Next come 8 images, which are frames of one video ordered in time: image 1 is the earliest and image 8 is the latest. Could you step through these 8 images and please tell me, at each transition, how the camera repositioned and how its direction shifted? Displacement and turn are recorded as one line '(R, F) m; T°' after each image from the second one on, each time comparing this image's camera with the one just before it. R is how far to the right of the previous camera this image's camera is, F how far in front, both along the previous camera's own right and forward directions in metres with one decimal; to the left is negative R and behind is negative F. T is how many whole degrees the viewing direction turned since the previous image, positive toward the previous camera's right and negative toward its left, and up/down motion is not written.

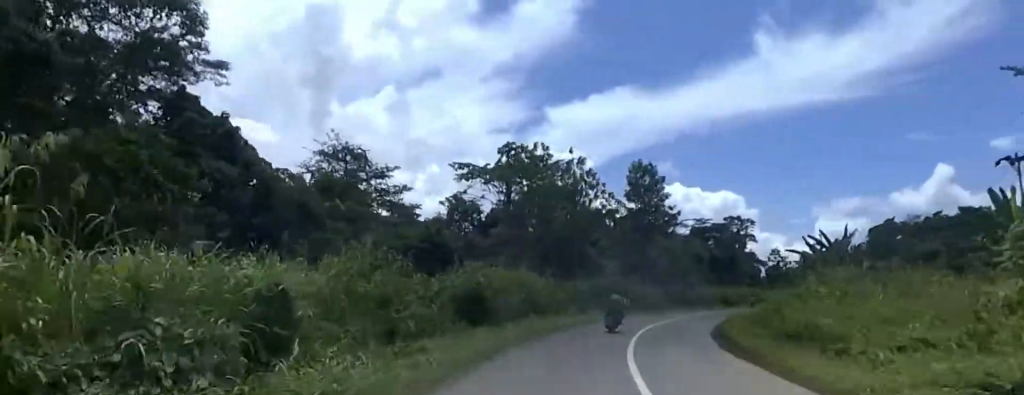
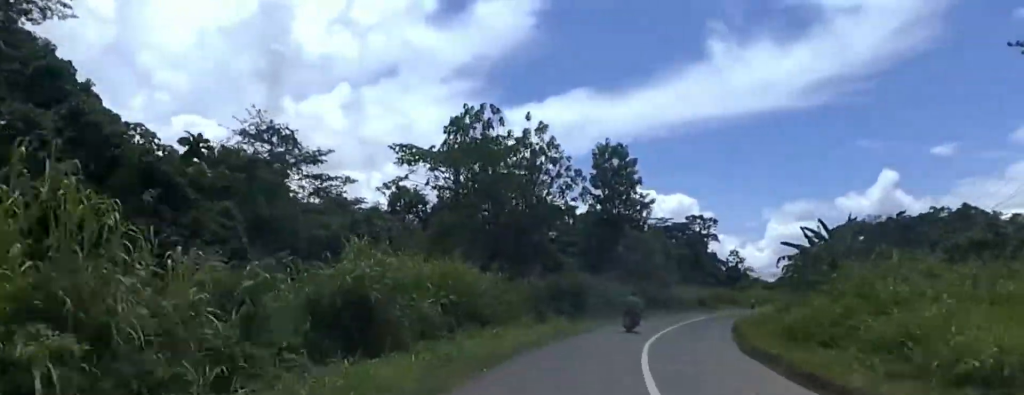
(-0.1, +9.2) m; +2°
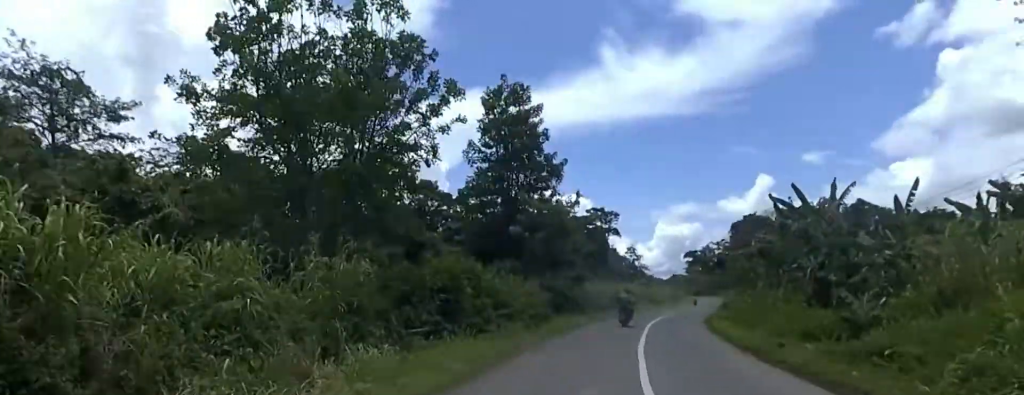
(+0.9, +15.0) m; +10°
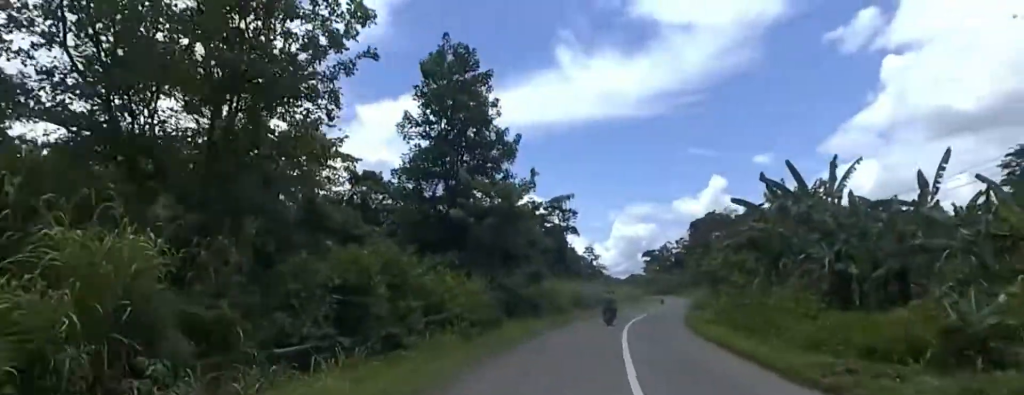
(+0.6, +5.9) m; +5°
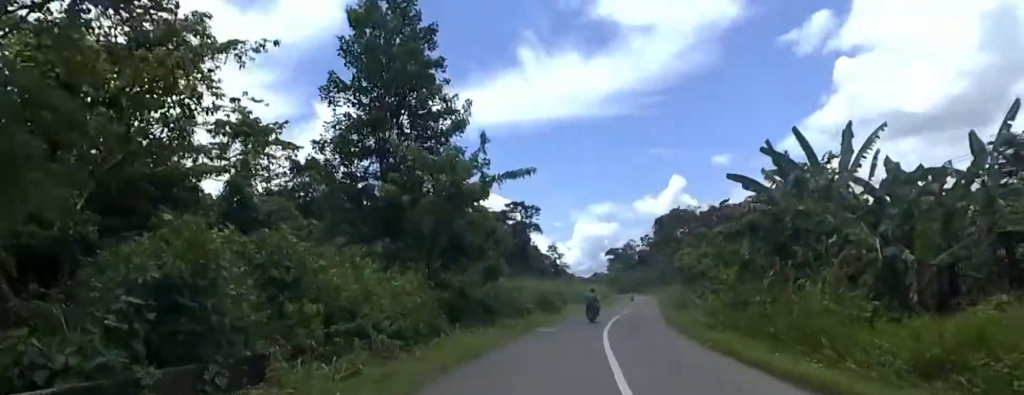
(+0.1, +5.5) m; +5°
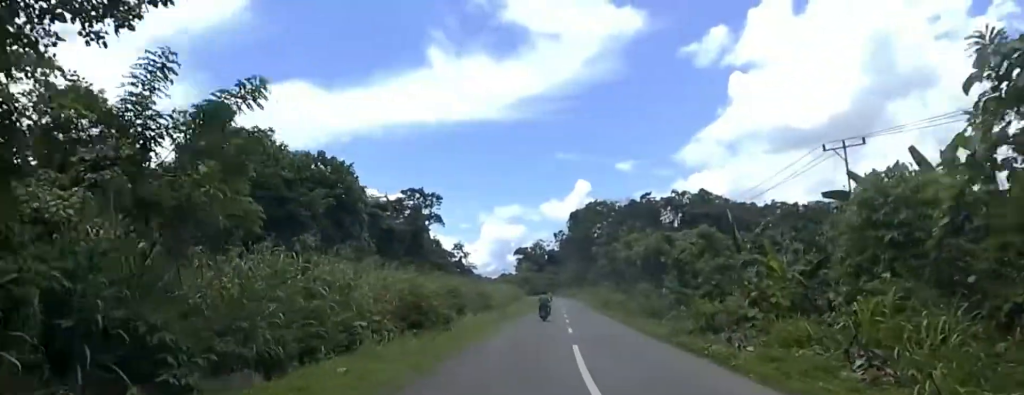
(+1.2, +20.0) m; +2°
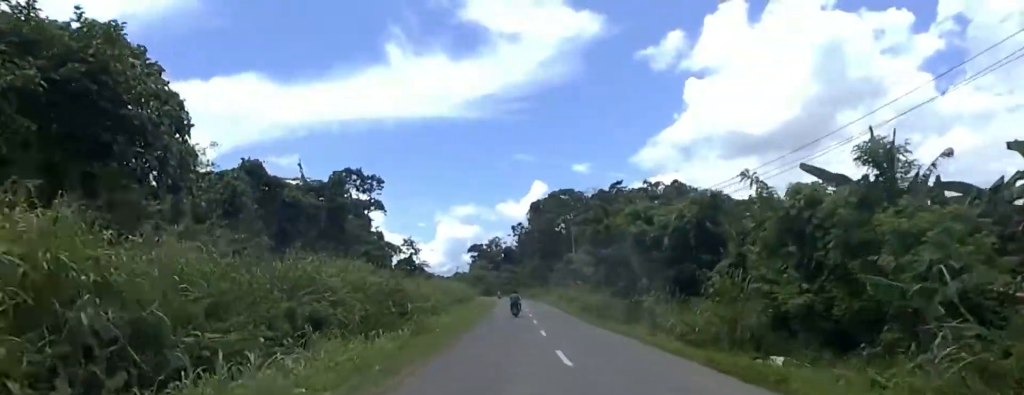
(-0.7, +17.5) m; +1°
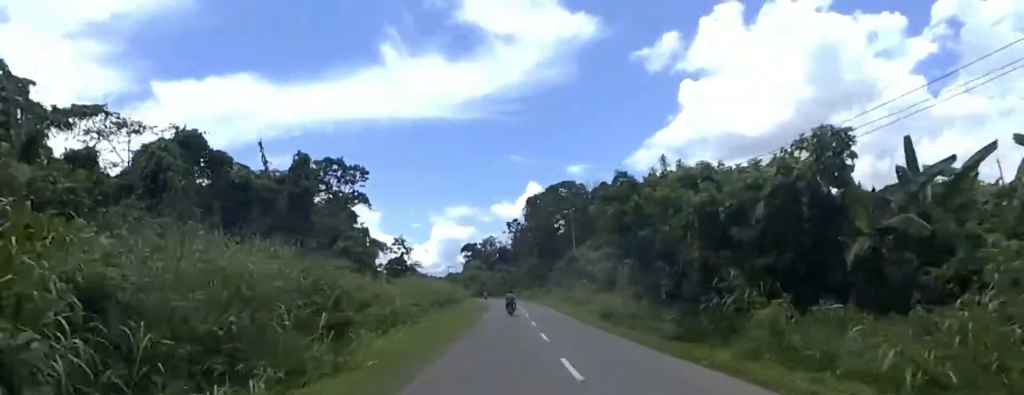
(+0.6, +9.6) m; +4°
